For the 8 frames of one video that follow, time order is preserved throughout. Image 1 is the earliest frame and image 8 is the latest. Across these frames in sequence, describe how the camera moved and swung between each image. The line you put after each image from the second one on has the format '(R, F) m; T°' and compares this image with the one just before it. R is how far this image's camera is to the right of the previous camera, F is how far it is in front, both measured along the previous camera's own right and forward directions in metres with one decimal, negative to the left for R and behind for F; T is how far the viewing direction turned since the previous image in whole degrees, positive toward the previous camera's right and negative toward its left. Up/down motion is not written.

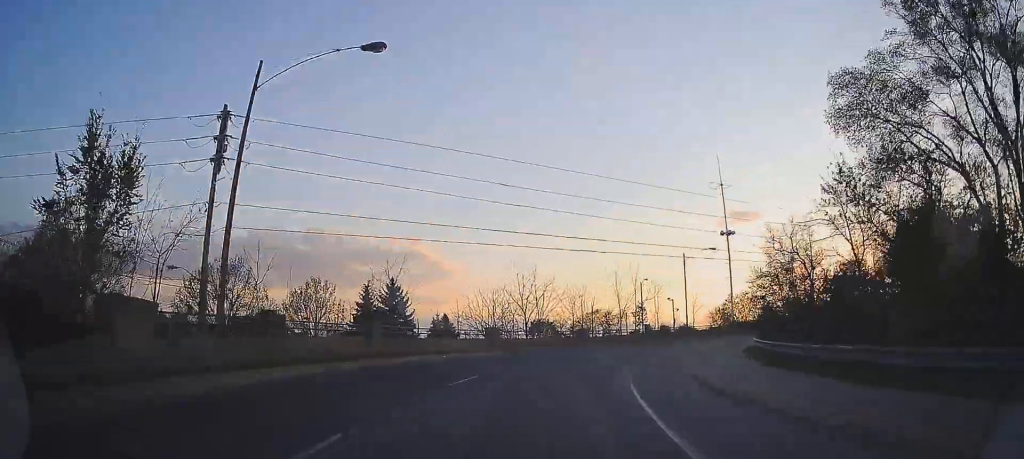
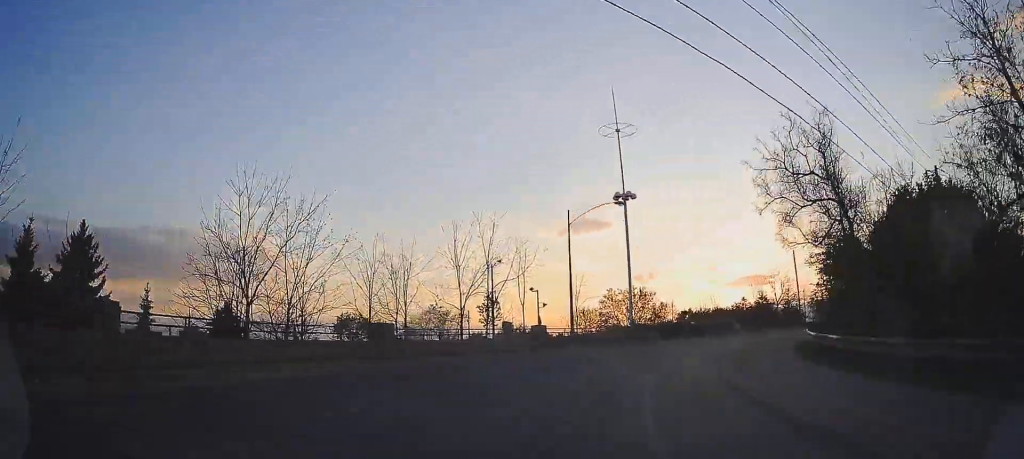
(+2.3, +22.9) m; +12°
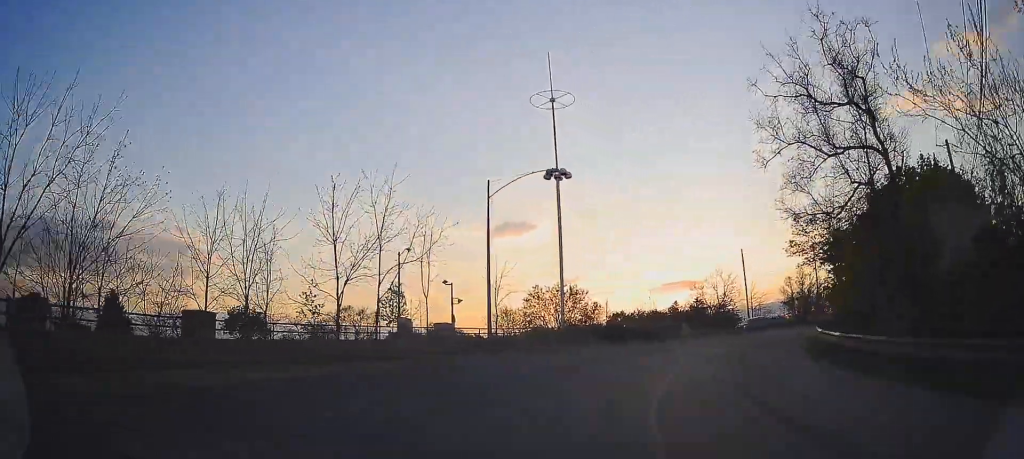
(+0.2, +7.4) m; +6°
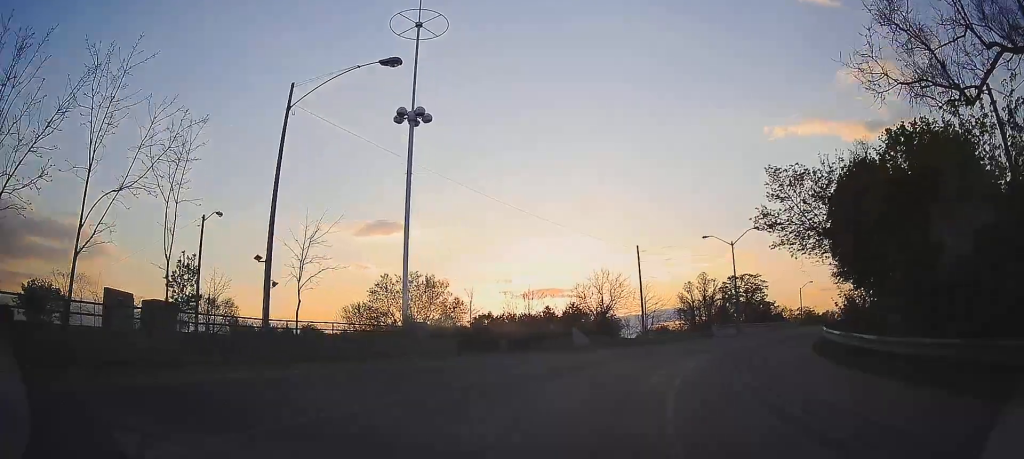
(+1.5, +11.9) m; +16°
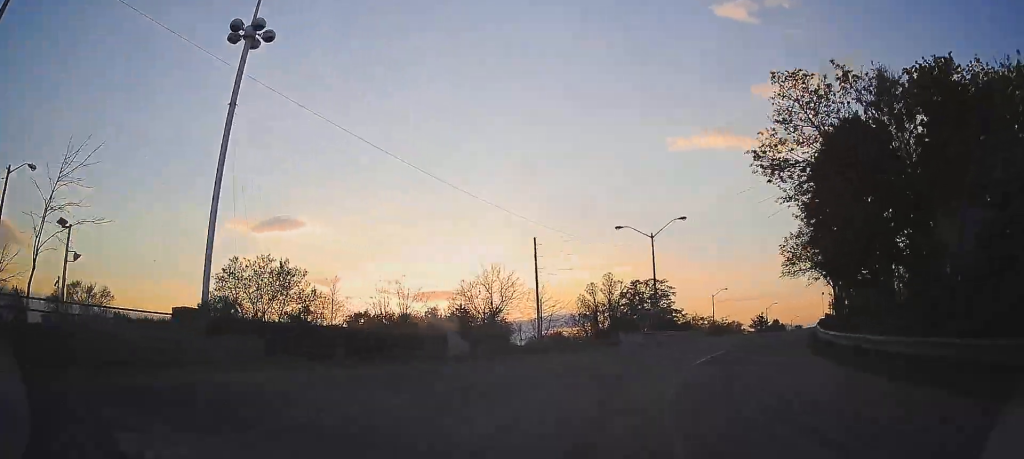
(+1.2, +9.6) m; +14°
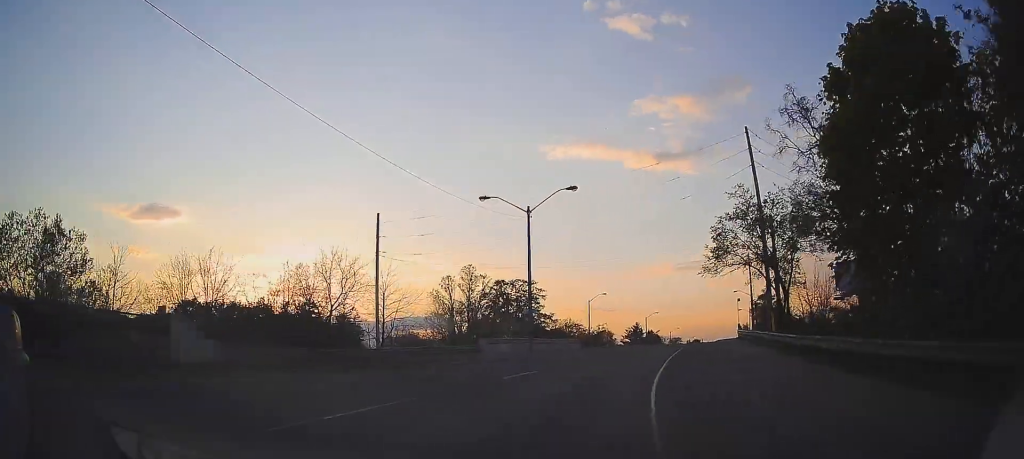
(+1.7, +11.8) m; +15°
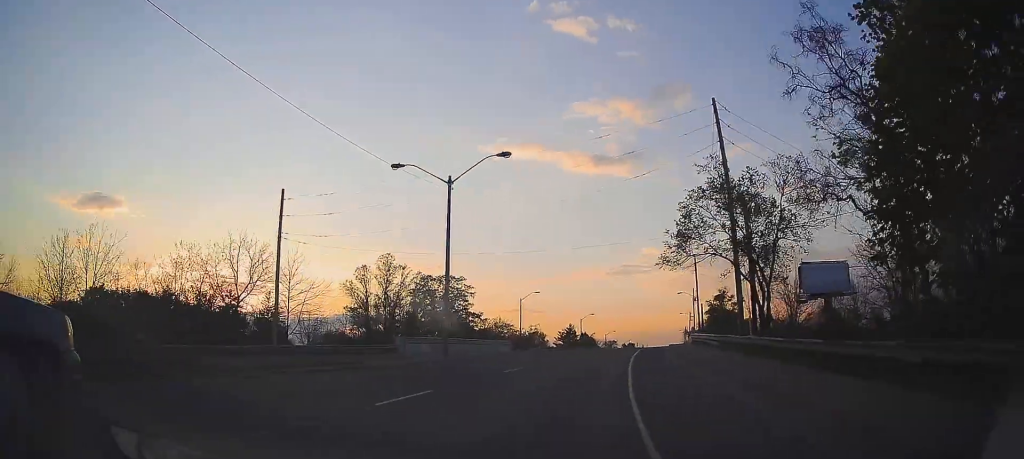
(+0.5, +7.0) m; +7°
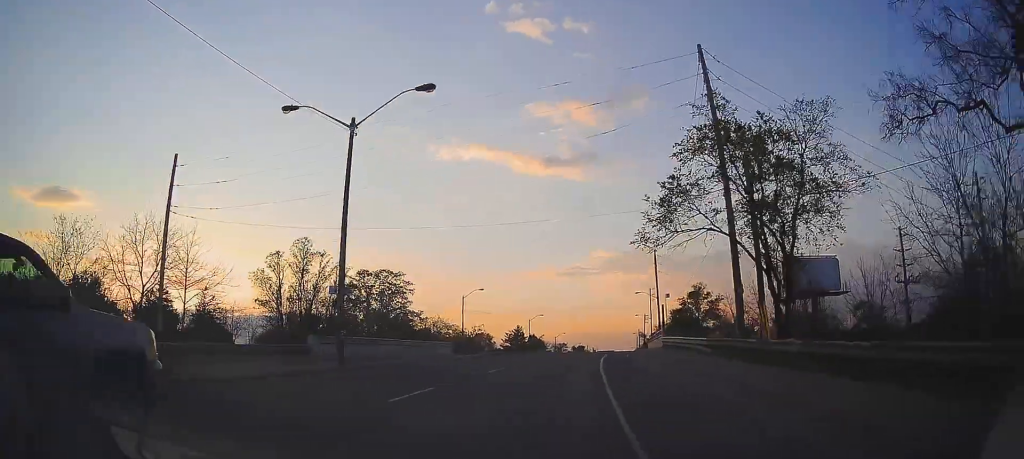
(+0.5, +8.0) m; +5°
